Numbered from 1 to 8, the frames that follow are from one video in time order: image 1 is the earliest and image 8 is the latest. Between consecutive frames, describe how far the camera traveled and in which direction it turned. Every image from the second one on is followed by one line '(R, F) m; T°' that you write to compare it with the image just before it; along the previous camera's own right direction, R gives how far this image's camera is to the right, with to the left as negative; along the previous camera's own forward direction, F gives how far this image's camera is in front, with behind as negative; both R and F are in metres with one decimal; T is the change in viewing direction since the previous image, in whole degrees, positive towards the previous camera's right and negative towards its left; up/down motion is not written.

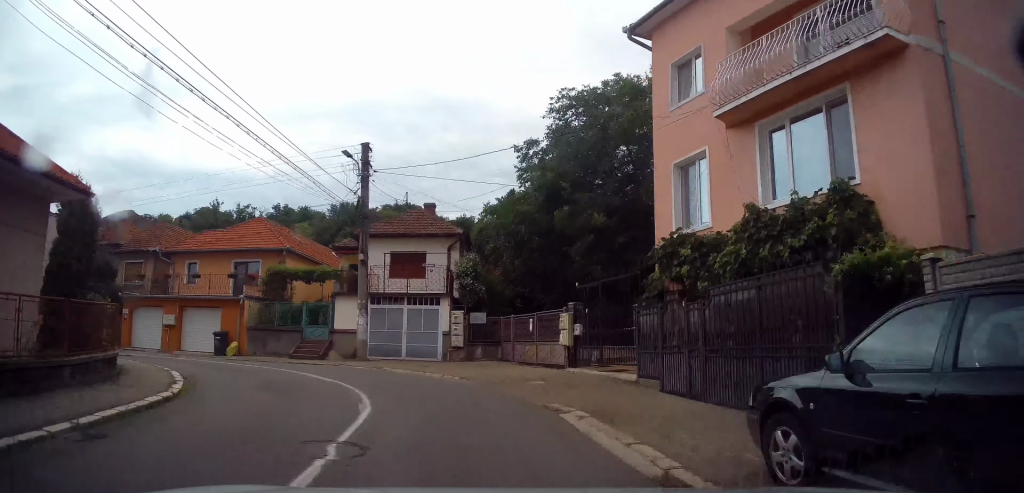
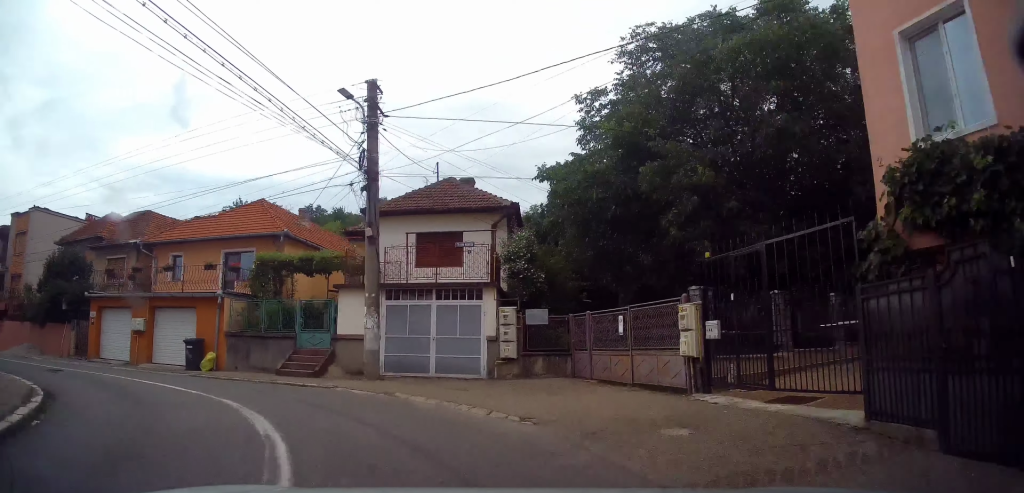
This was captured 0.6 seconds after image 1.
(0.0, +6.0) m; -7°
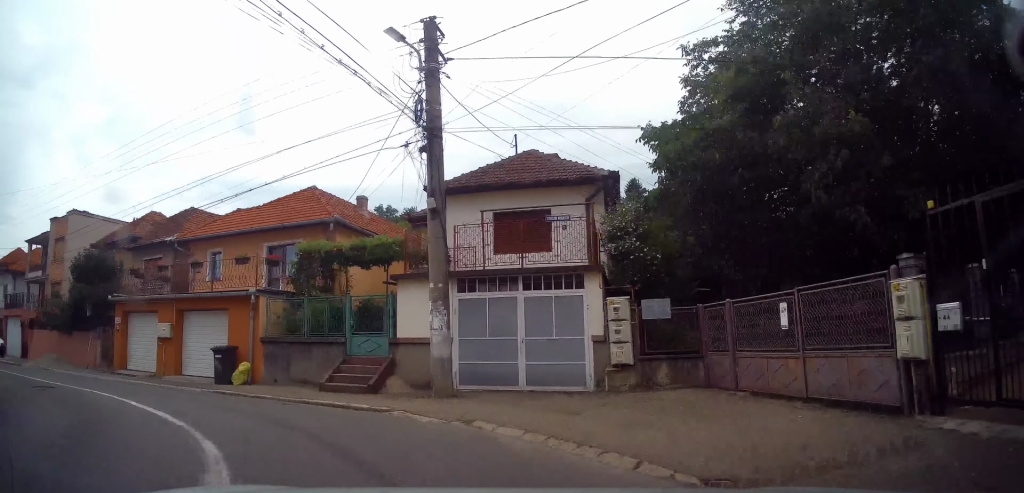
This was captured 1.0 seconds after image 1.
(-0.3, +3.5) m; -9°
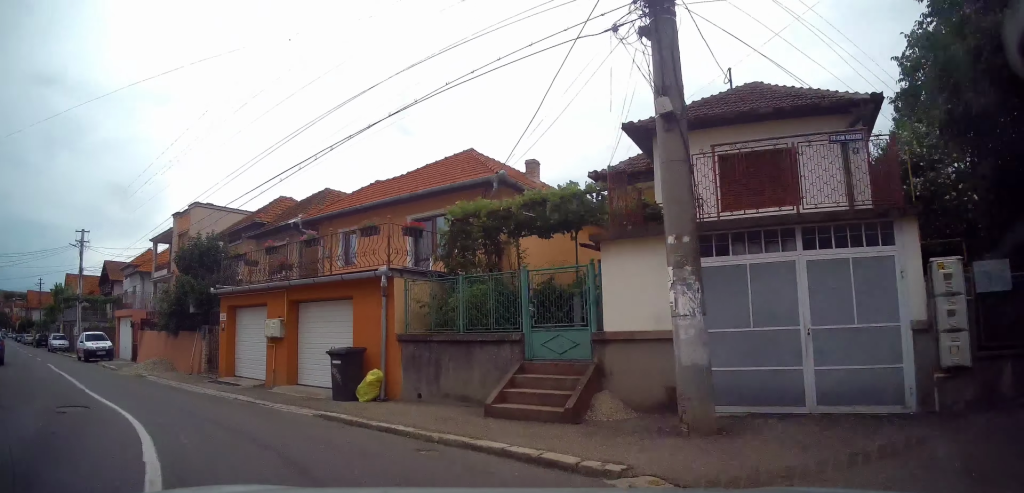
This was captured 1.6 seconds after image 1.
(-0.3, +5.0) m; -17°
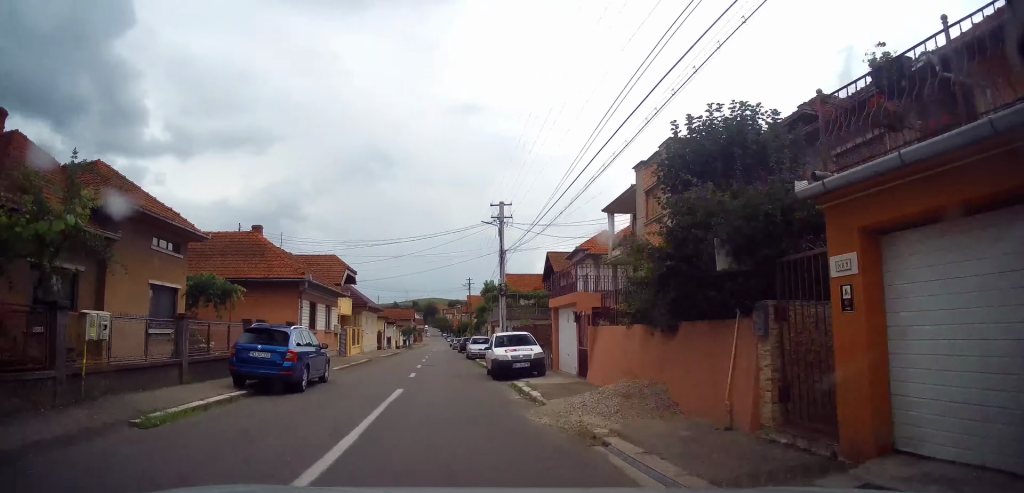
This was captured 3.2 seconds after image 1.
(-5.3, +11.0) m; -38°
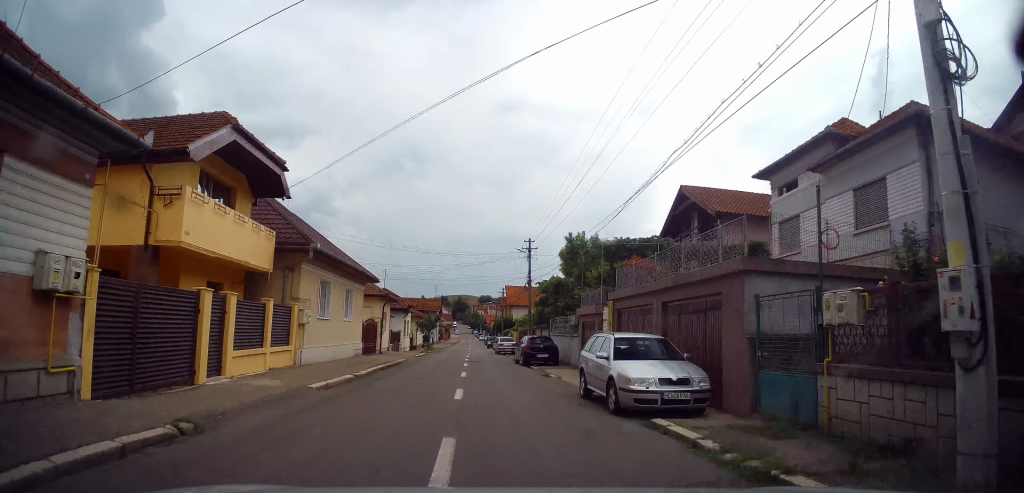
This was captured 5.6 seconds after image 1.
(-2.2, +24.0) m; -7°
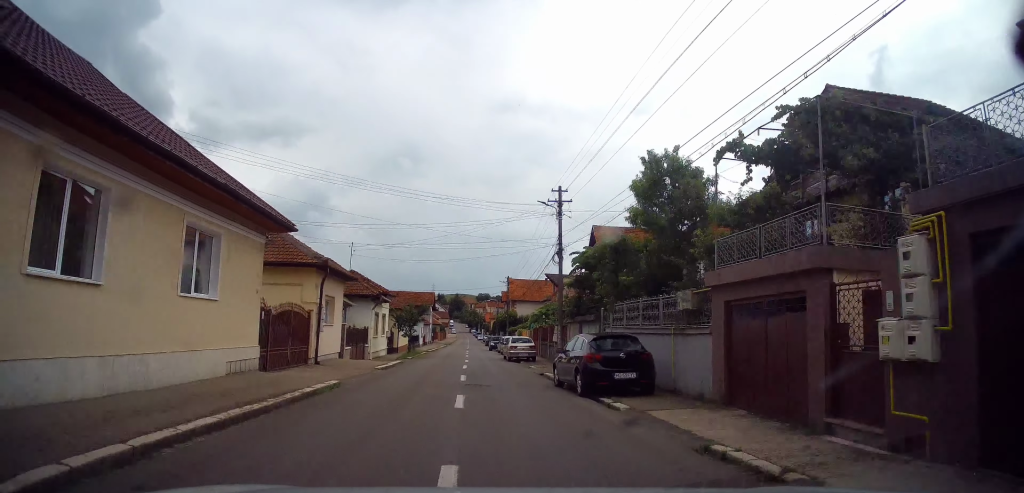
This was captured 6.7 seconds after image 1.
(-0.5, +13.3) m; +1°
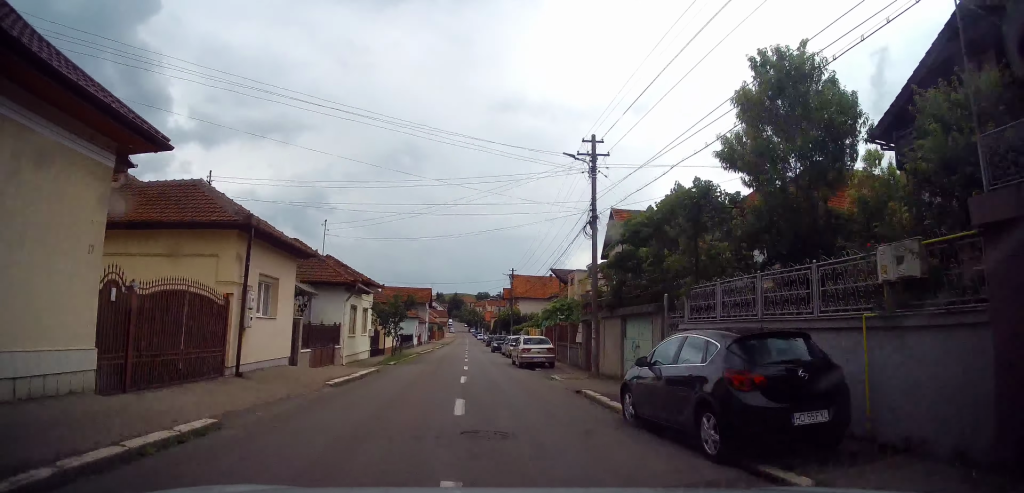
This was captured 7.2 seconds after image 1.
(+0.3, +6.9) m; 0°
